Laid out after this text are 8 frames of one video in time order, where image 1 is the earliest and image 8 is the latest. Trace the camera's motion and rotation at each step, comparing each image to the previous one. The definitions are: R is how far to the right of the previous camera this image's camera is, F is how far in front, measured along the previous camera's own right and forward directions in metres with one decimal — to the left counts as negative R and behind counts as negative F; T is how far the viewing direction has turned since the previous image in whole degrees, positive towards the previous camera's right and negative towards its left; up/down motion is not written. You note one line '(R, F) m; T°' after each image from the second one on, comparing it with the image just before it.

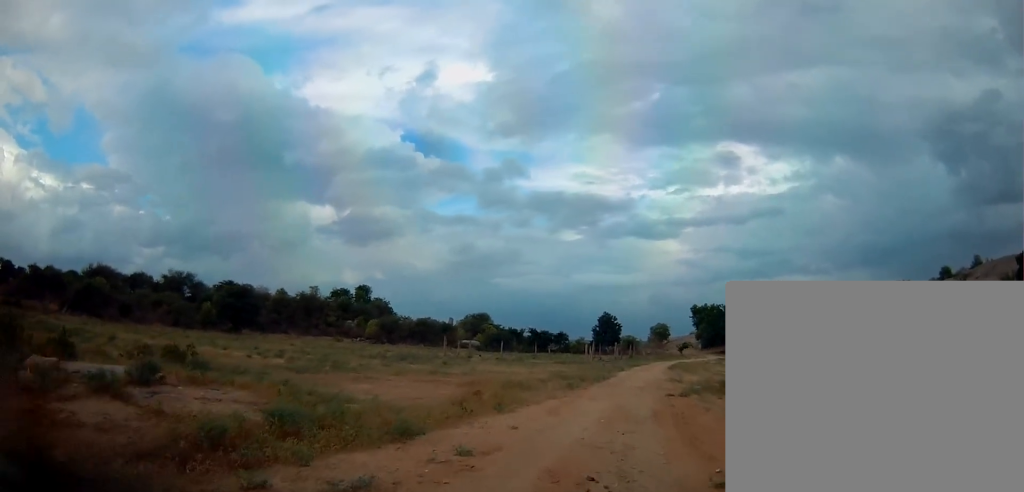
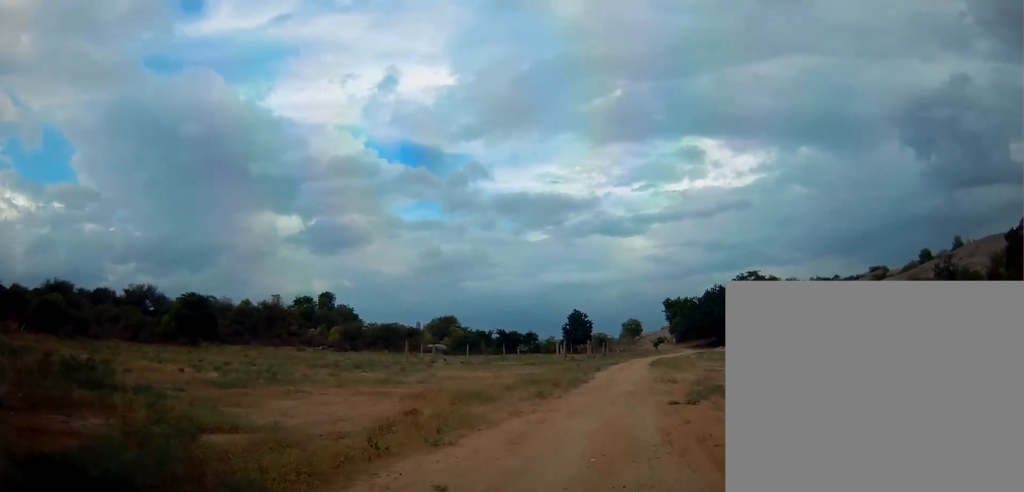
(-0.3, +4.4) m; -3°
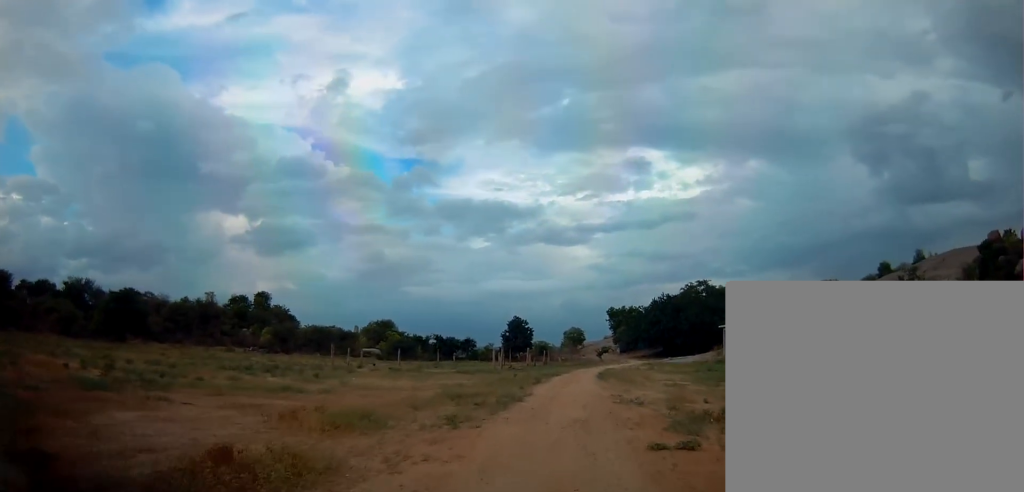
(+0.3, +5.1) m; +6°
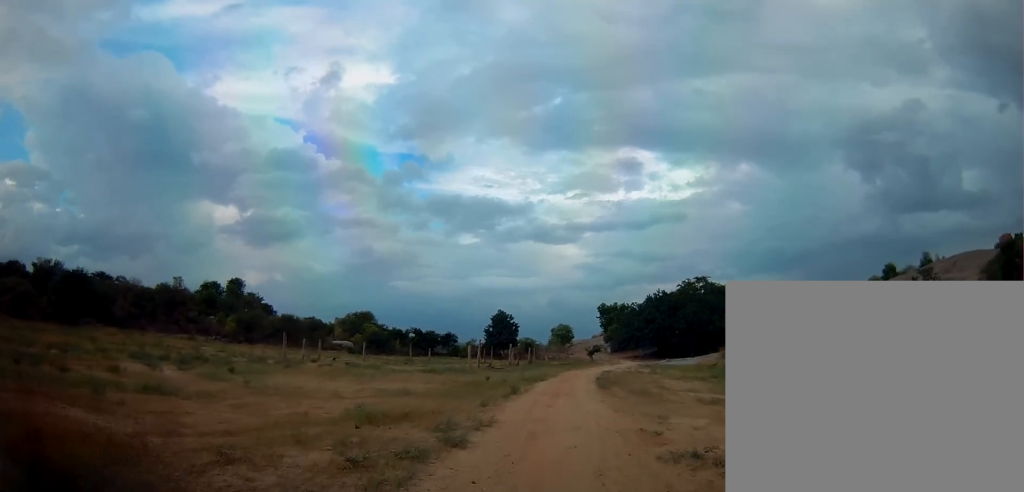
(+0.2, +8.2) m; -2°
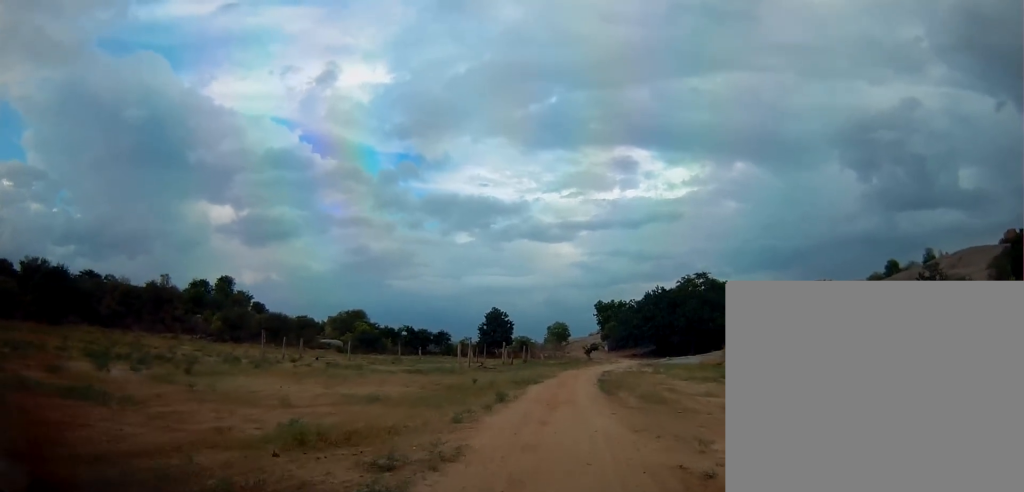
(-0.1, +3.4) m; -1°
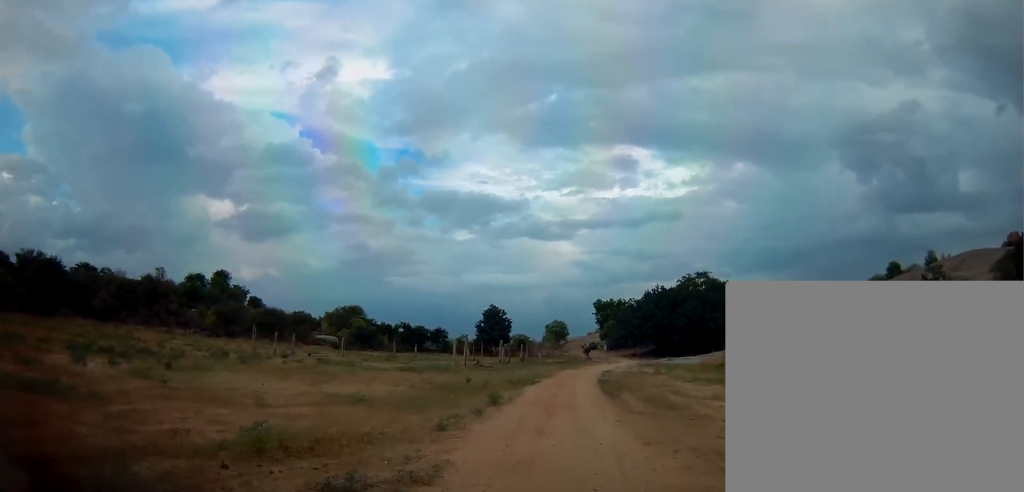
(-0.2, +1.5) m; +1°
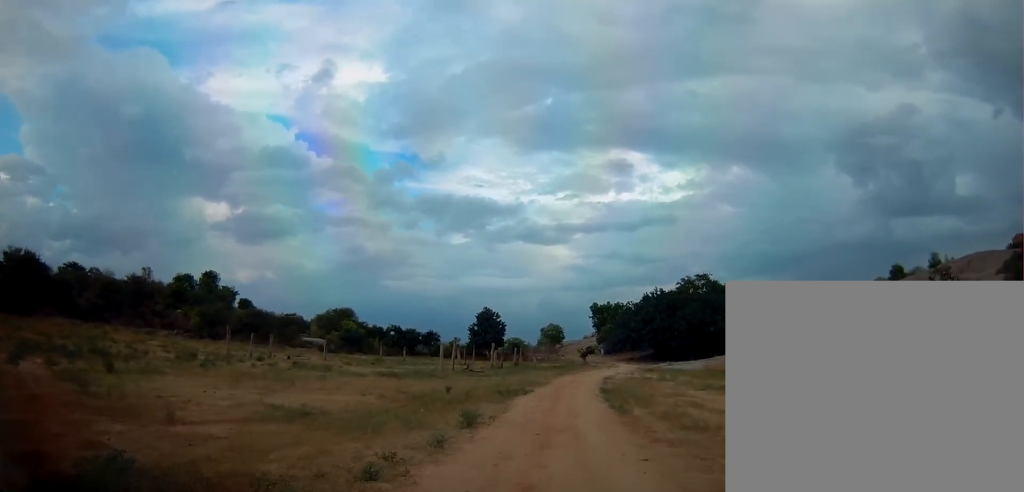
(+0.4, +3.7) m; +4°
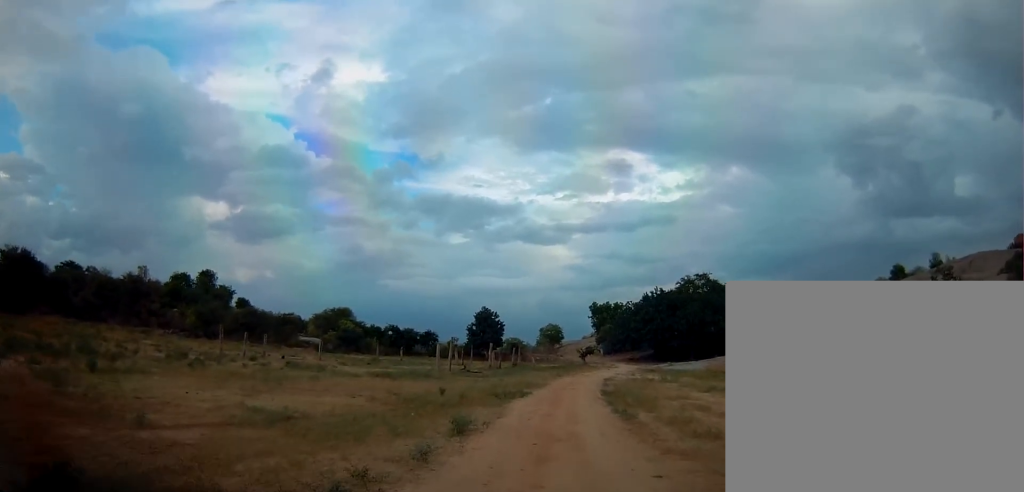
(-0.2, +0.8) m; 0°
